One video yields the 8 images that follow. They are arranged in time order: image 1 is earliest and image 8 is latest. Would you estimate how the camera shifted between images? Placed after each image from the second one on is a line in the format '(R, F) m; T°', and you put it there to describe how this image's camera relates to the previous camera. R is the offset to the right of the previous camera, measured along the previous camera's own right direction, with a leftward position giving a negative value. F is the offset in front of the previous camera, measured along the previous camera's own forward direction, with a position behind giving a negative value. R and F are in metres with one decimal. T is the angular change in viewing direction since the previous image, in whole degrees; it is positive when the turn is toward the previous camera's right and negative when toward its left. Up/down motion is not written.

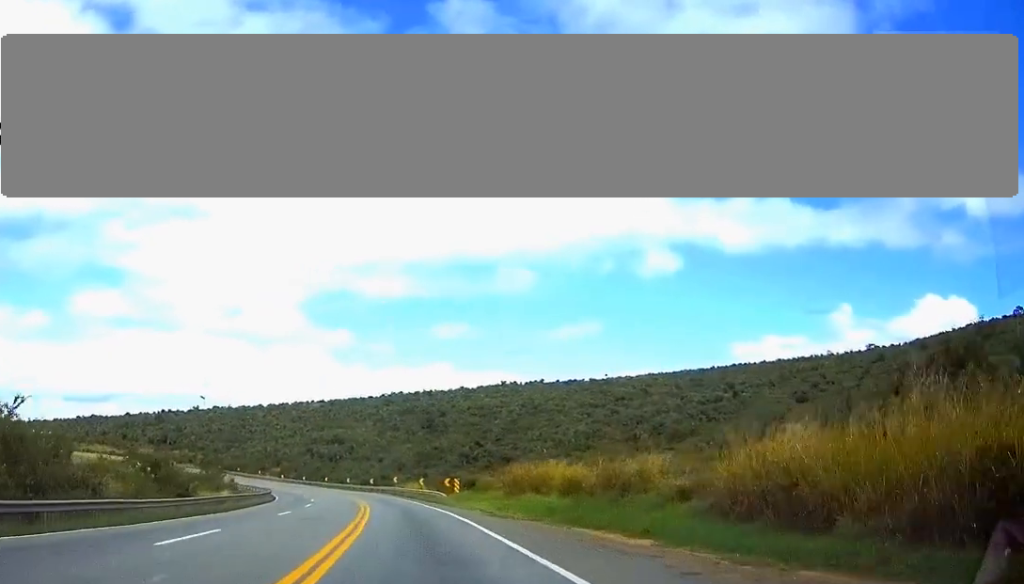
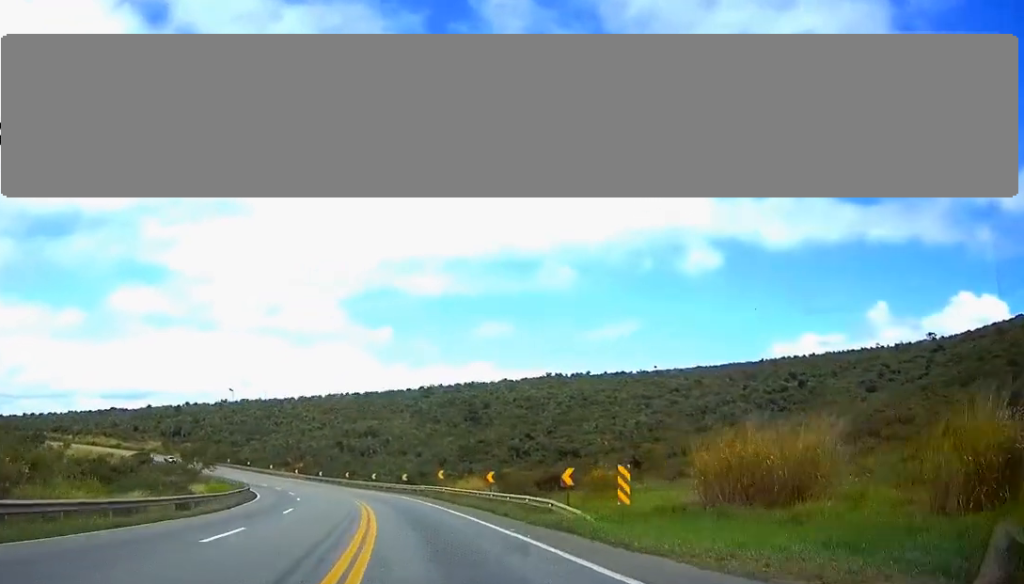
(-0.7, +32.6) m; -2°
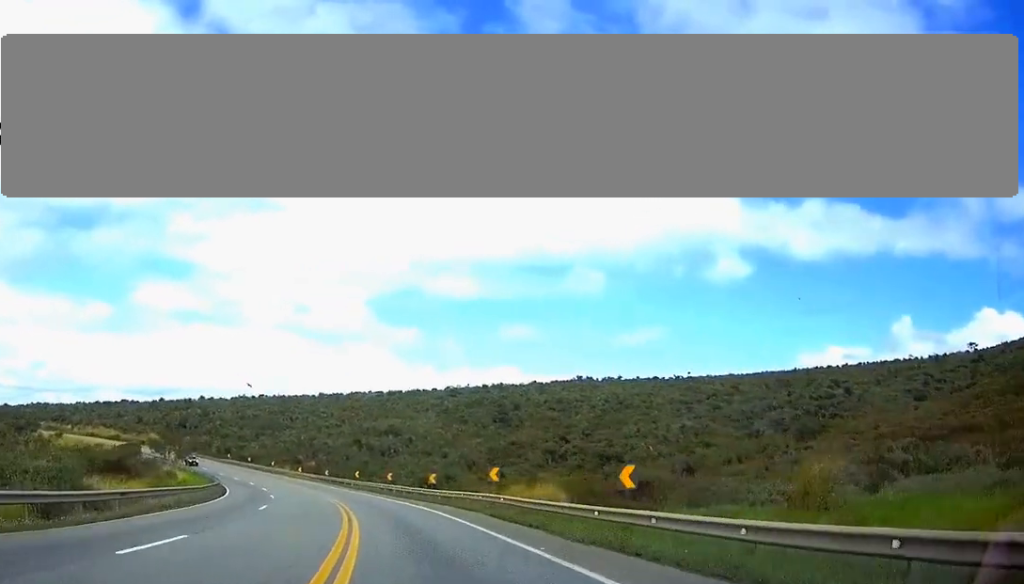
(-0.3, +22.2) m; -2°
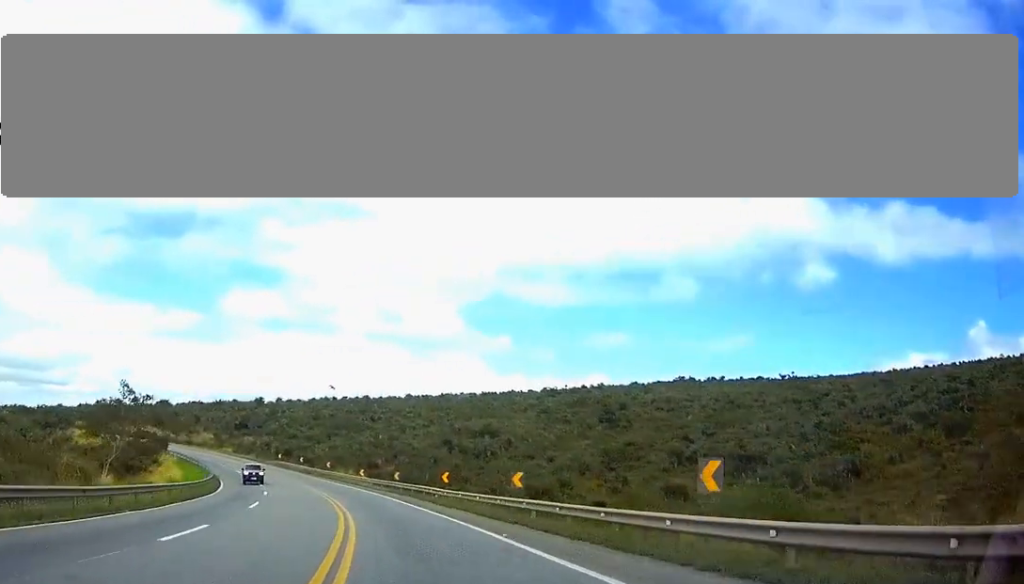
(-1.3, +36.7) m; -6°
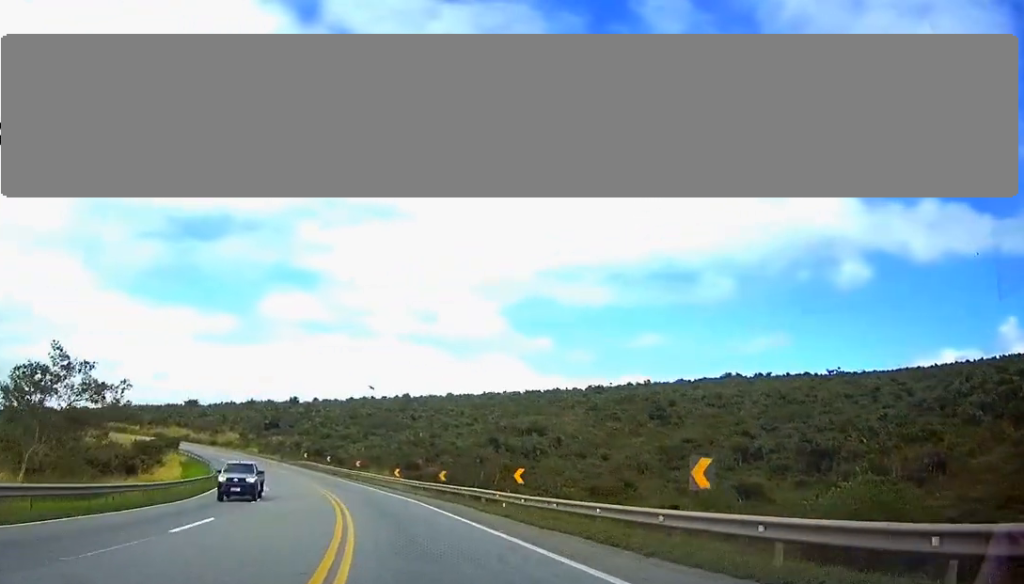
(-0.4, +15.5) m; -3°
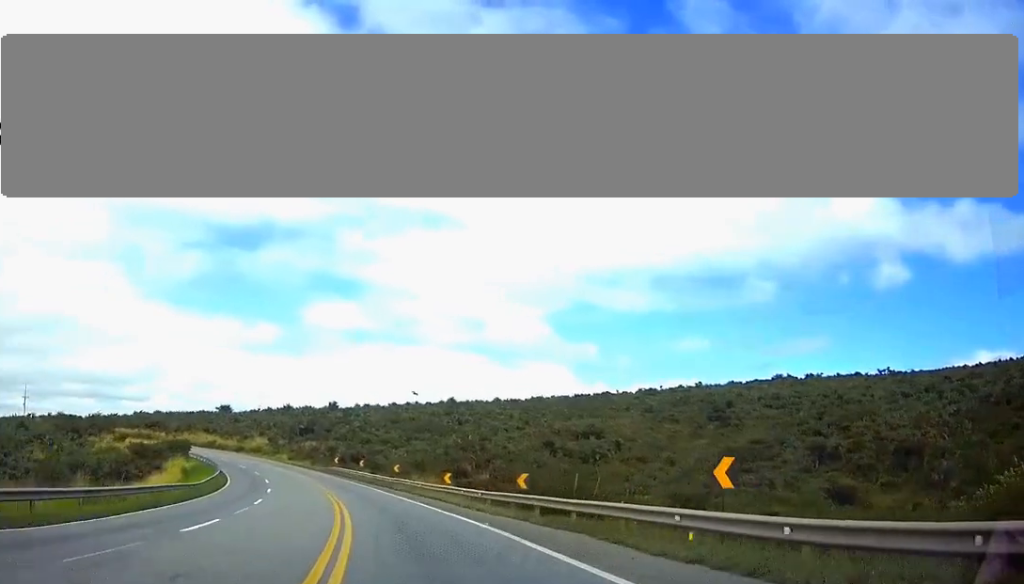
(-0.4, +16.5) m; -3°
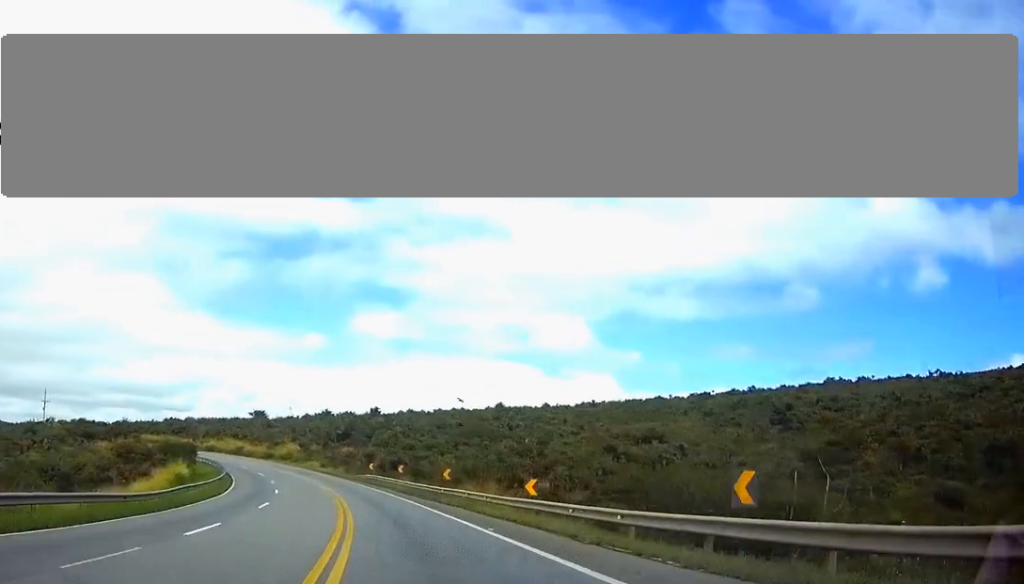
(-0.5, +16.5) m; -3°
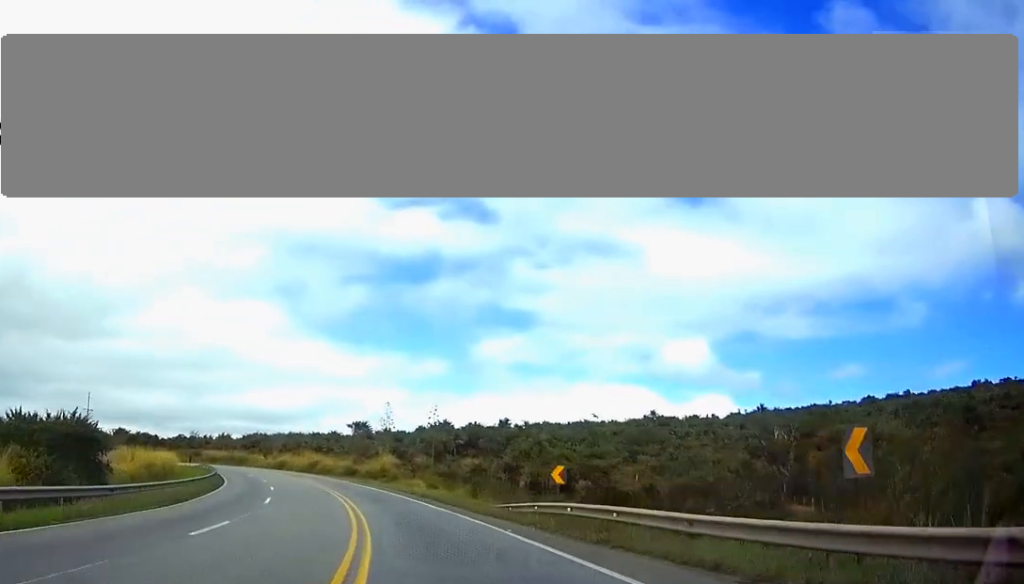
(-4.5, +51.7) m; -10°
